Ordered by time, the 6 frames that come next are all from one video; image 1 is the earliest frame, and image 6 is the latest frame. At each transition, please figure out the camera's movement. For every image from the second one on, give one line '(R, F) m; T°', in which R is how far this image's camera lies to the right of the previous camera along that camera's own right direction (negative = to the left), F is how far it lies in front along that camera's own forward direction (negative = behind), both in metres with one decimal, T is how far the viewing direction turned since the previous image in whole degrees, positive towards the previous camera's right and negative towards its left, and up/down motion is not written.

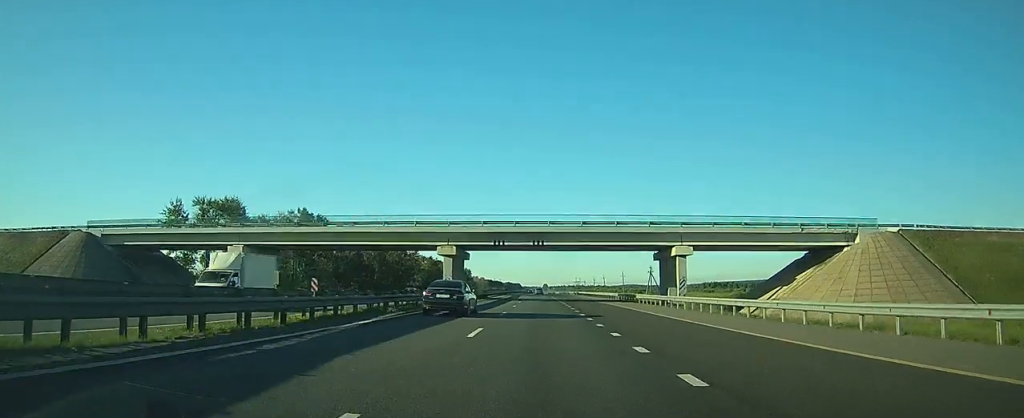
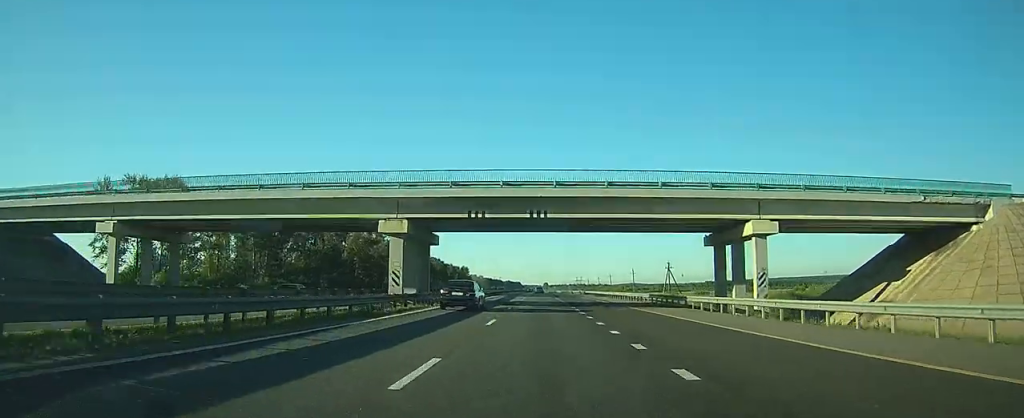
(+0.1, +19.7) m; 0°
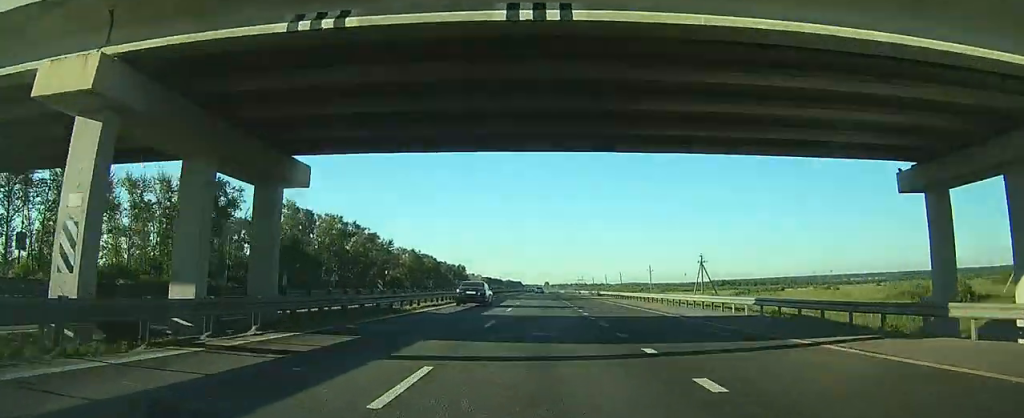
(-0.1, +25.2) m; 0°
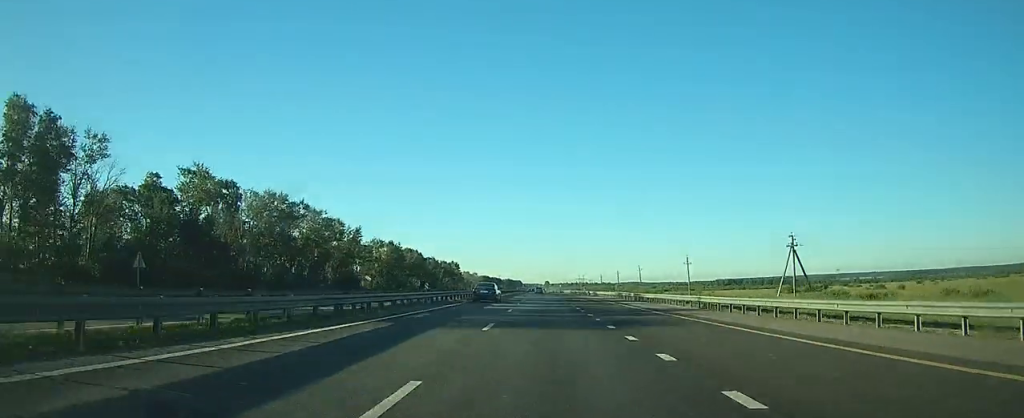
(0.0, +37.3) m; 0°
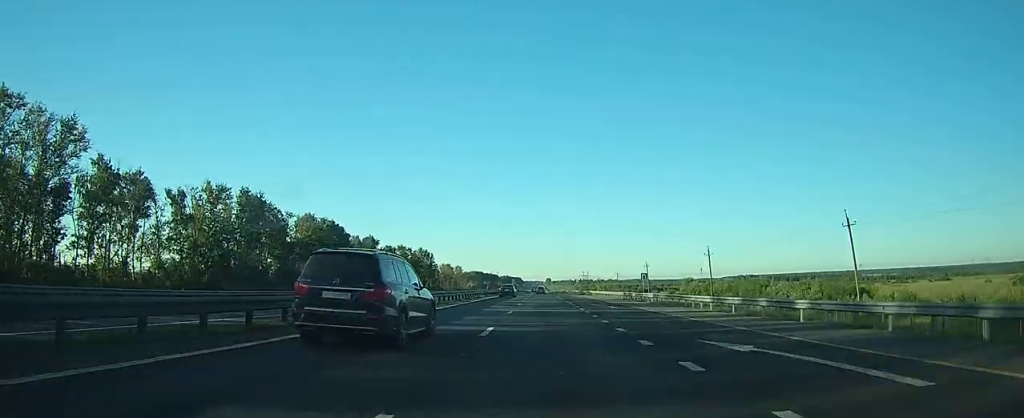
(-0.1, +110.5) m; 0°
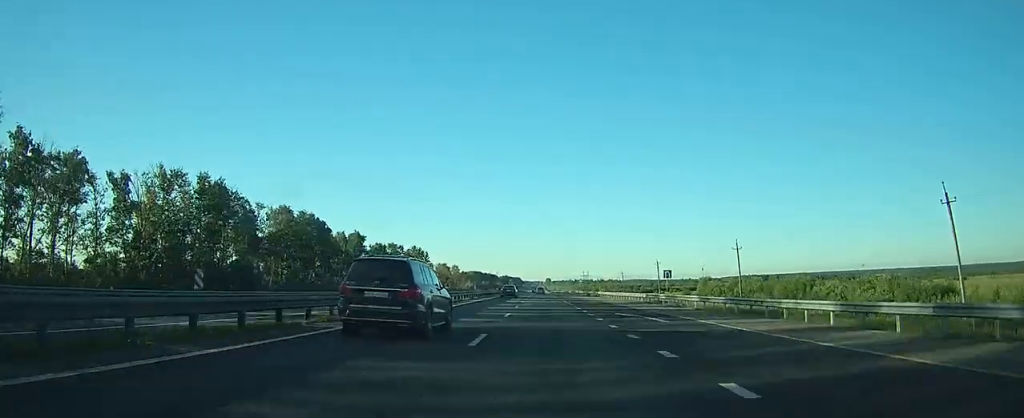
(0.0, +14.4) m; 0°
